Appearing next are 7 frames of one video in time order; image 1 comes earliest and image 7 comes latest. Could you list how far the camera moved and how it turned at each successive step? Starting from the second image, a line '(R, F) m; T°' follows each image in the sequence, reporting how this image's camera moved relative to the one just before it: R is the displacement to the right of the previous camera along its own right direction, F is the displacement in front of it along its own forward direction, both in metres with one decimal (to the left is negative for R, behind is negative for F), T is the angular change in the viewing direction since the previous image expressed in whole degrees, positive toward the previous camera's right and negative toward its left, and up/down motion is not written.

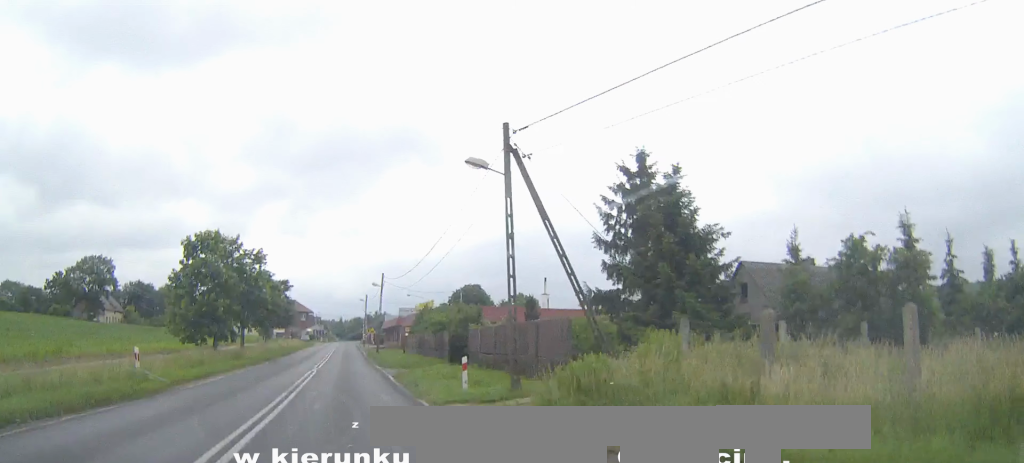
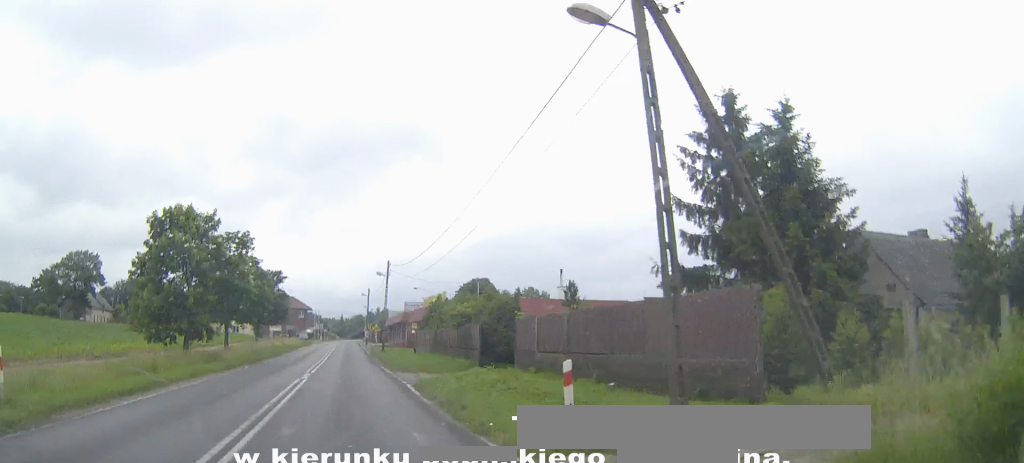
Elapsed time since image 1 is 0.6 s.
(0.0, +8.8) m; 0°
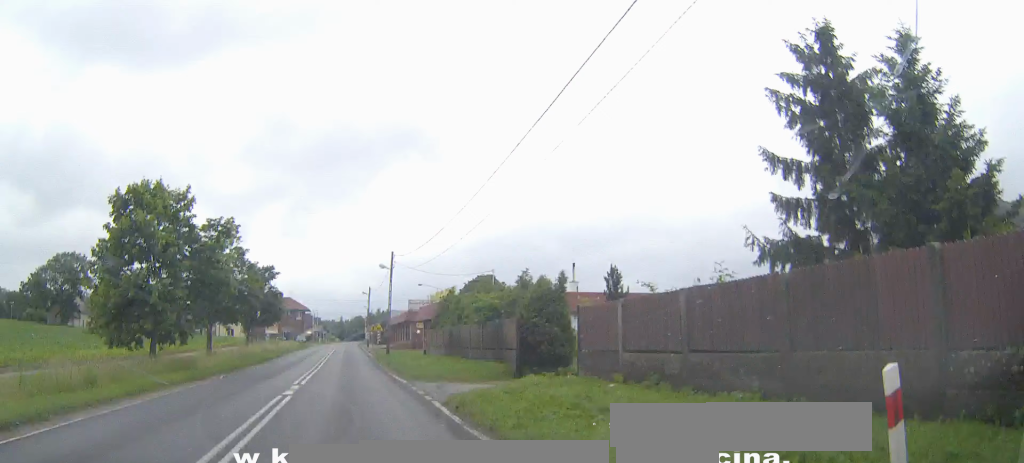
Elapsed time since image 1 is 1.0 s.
(0.0, +6.9) m; 0°
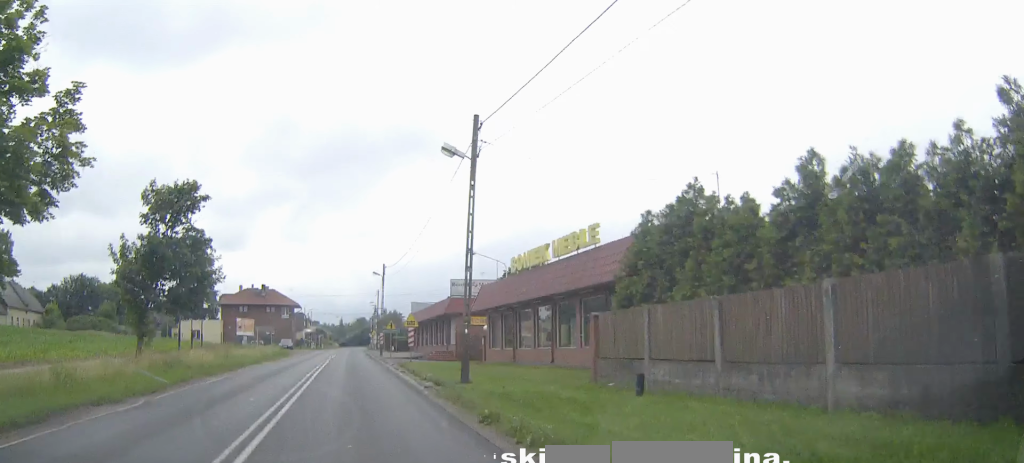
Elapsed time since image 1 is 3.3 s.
(0.0, +35.5) m; 0°
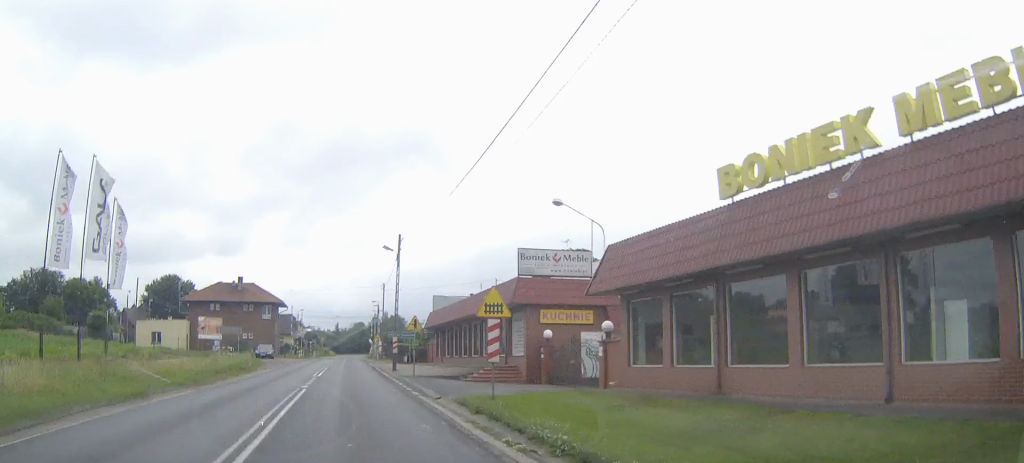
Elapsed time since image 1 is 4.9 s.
(0.0, +23.2) m; 0°
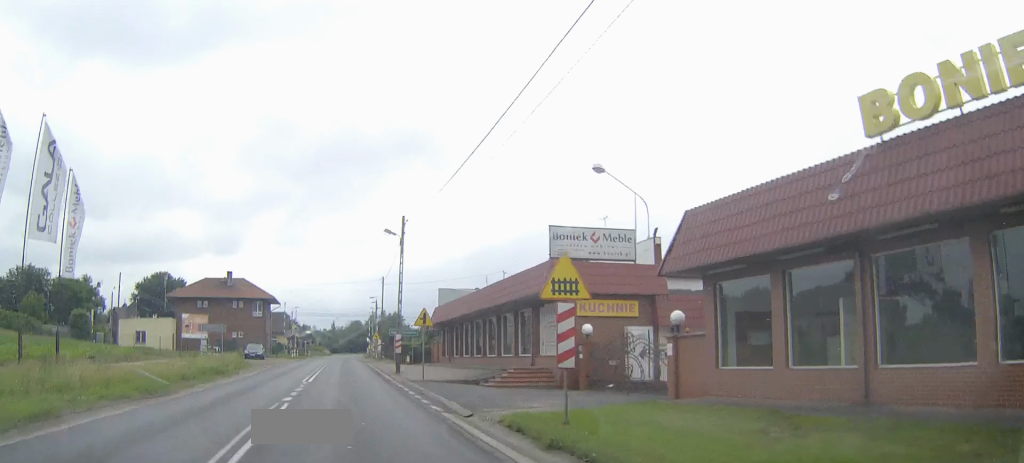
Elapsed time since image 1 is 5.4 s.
(0.0, +6.1) m; 0°
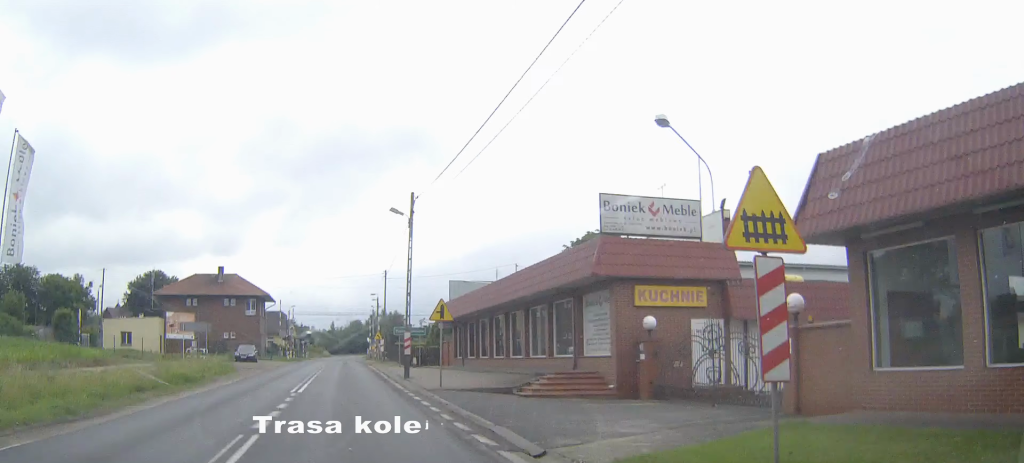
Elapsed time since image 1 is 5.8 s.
(0.0, +6.0) m; 0°
